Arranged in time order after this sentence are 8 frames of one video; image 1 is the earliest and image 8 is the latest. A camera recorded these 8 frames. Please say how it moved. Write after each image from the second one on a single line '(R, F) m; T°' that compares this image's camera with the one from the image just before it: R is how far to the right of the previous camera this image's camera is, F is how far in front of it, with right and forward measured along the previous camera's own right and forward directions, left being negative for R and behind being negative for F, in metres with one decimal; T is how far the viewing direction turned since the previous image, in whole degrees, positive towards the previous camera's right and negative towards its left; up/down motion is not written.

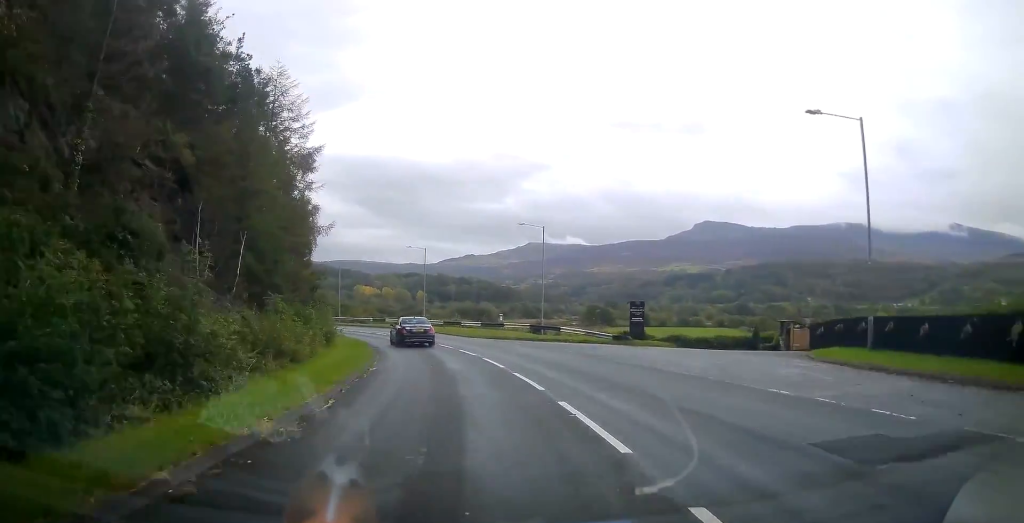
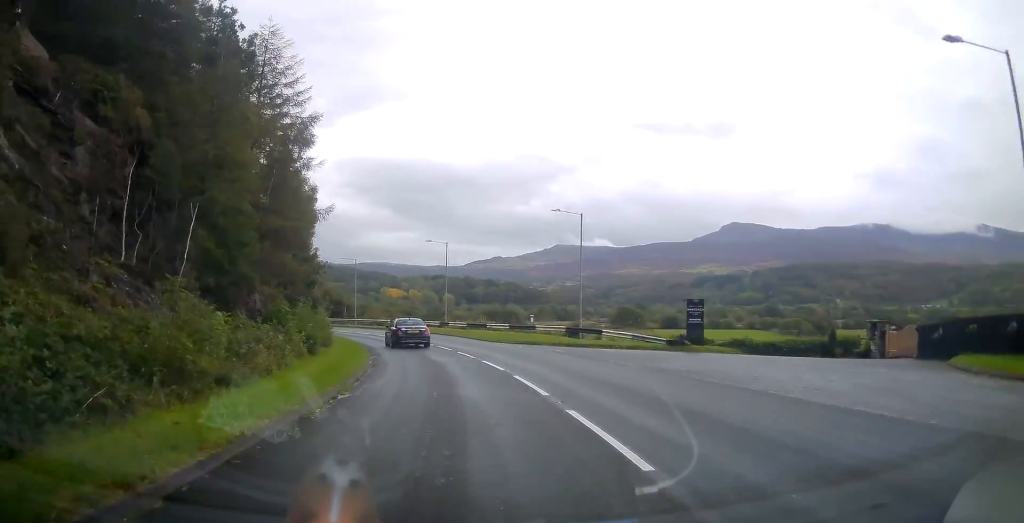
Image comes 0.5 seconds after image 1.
(-0.2, +6.3) m; -2°
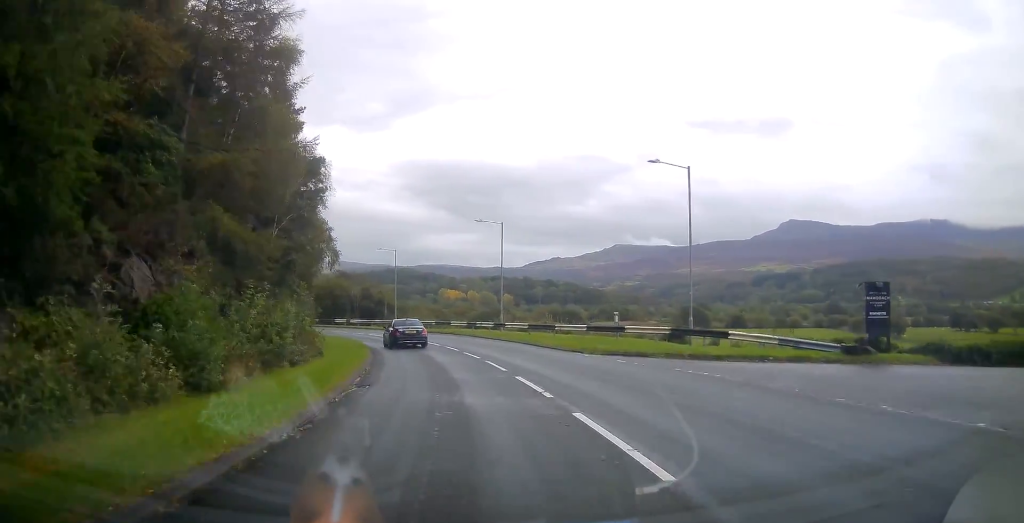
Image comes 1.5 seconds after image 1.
(-0.3, +11.8) m; -4°
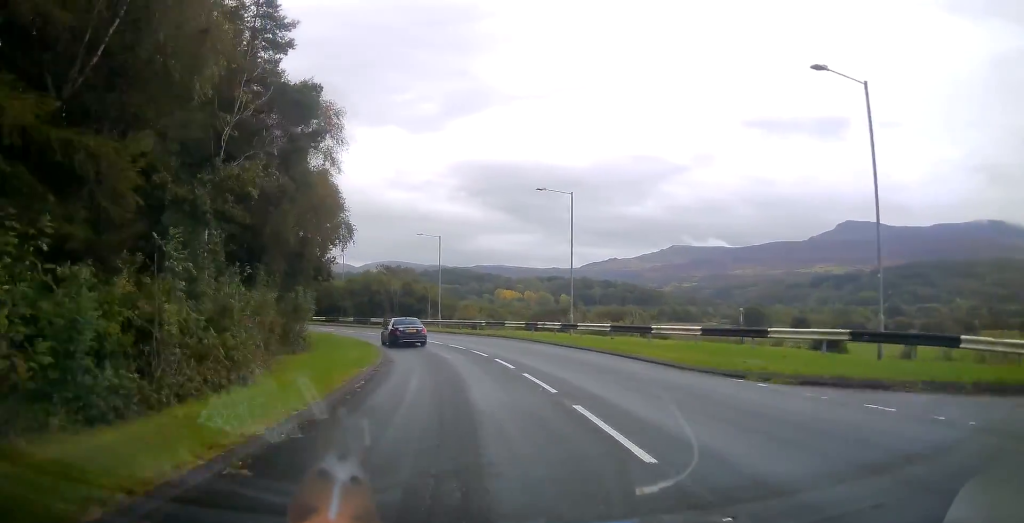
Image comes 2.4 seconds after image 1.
(-0.5, +10.7) m; -7°
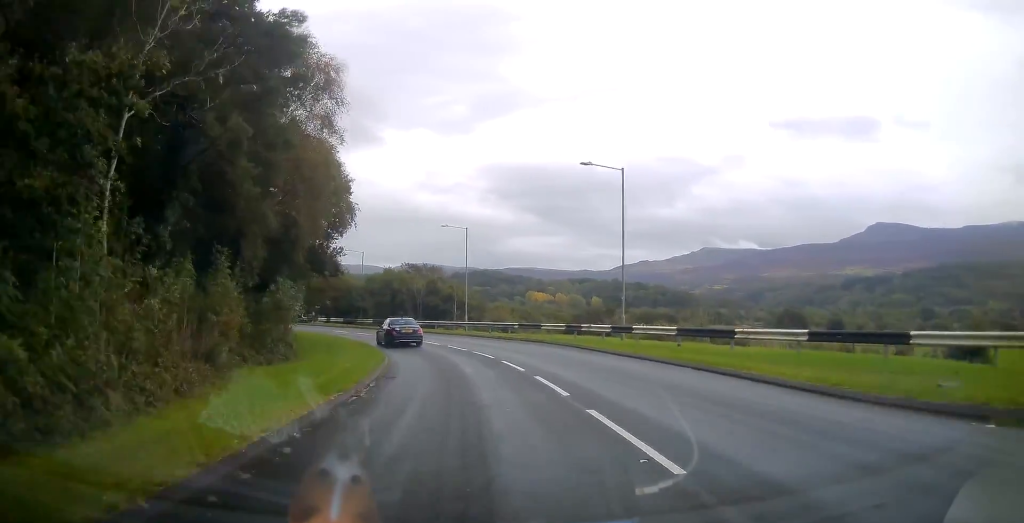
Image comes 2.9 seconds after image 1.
(-0.2, +6.0) m; -3°
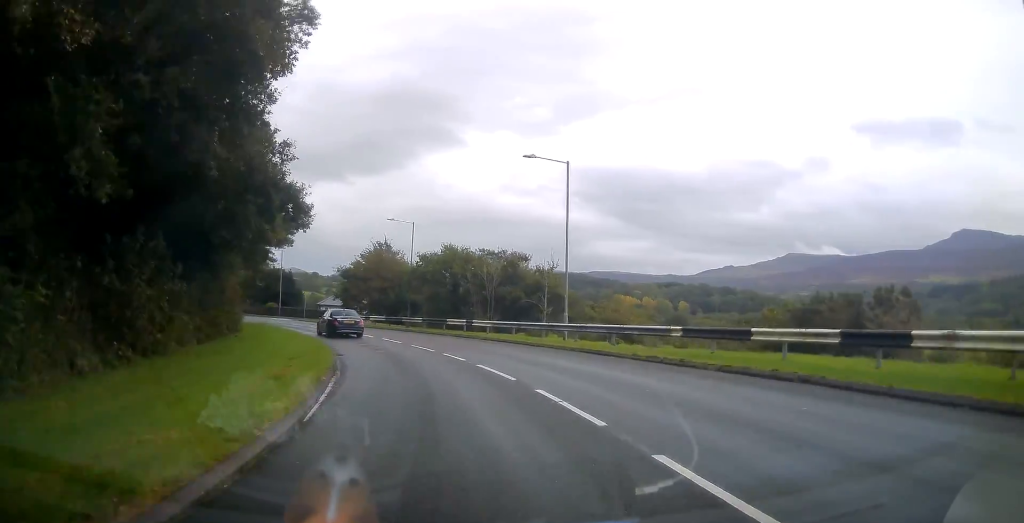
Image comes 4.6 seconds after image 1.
(-1.6, +20.6) m; -9°
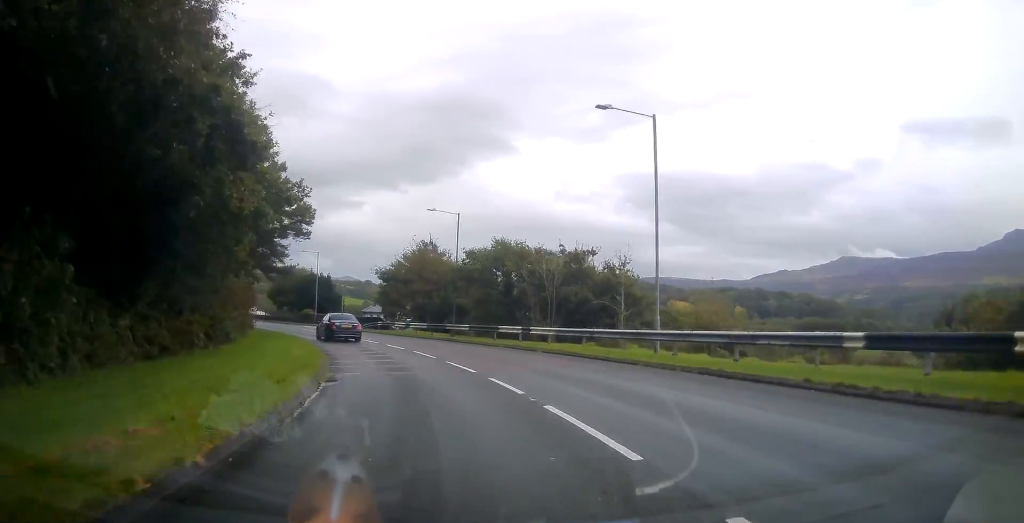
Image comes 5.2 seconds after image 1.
(-0.4, +7.3) m; -4°
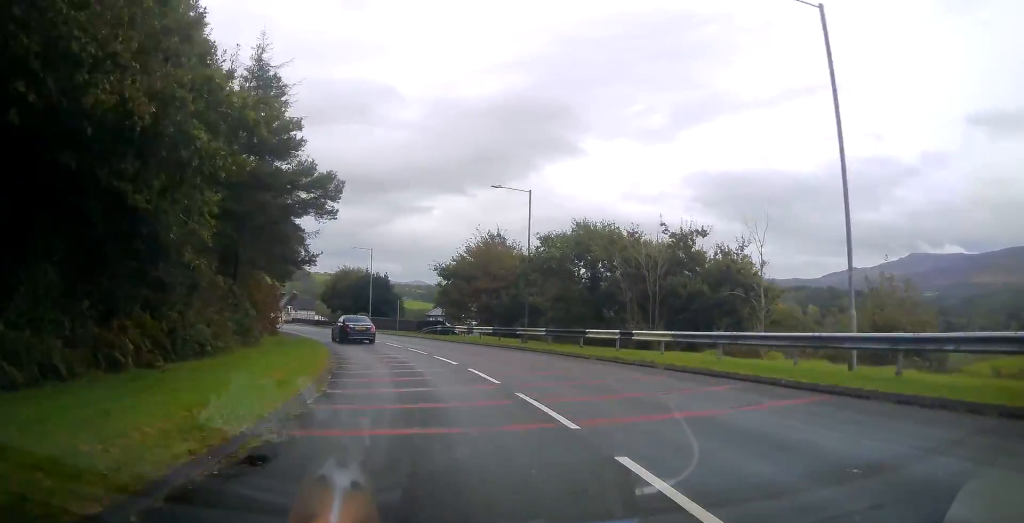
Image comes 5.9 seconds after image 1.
(-0.3, +8.1) m; -5°
